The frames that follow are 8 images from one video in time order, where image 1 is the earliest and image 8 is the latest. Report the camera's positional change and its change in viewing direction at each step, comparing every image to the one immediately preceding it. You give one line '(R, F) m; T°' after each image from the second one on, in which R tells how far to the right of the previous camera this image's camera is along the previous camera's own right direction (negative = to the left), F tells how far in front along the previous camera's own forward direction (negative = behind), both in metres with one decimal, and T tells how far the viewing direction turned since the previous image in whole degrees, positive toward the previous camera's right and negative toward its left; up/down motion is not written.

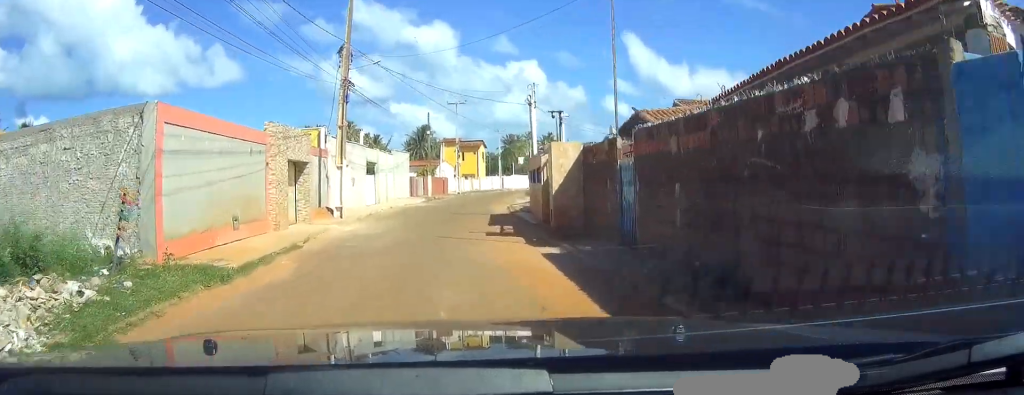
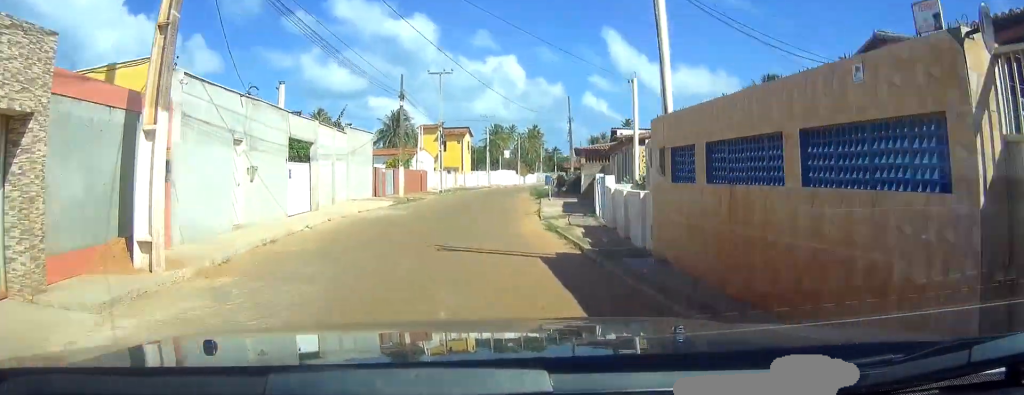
(0.0, +16.3) m; +1°
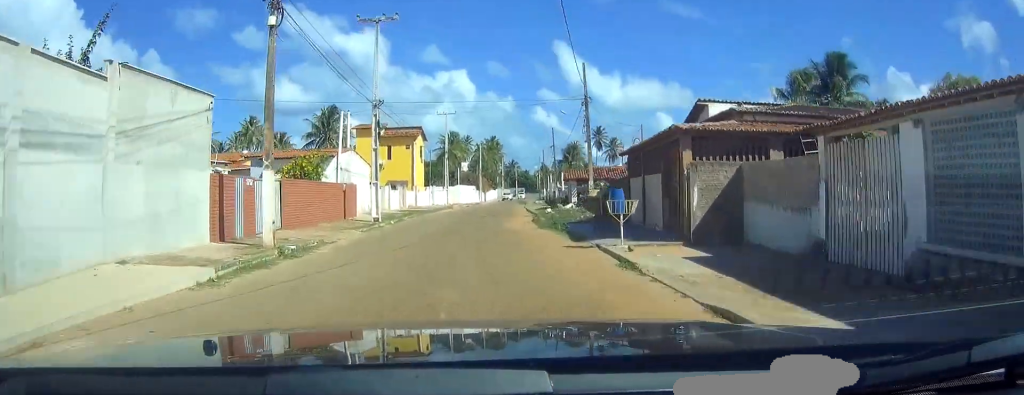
(+0.8, +21.0) m; +5°
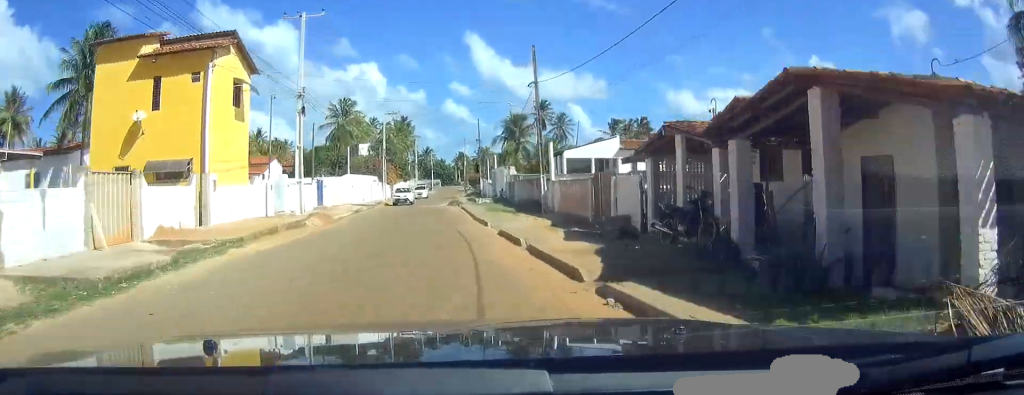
(+1.8, +36.2) m; +4°
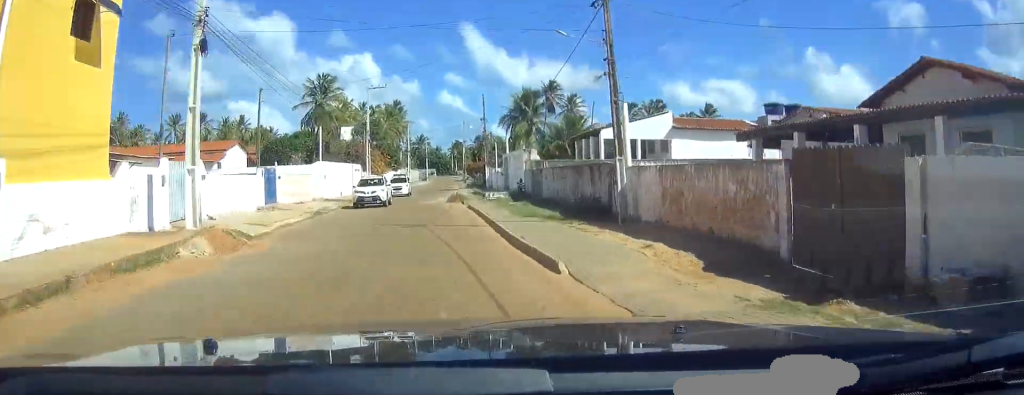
(+0.4, +13.5) m; 0°
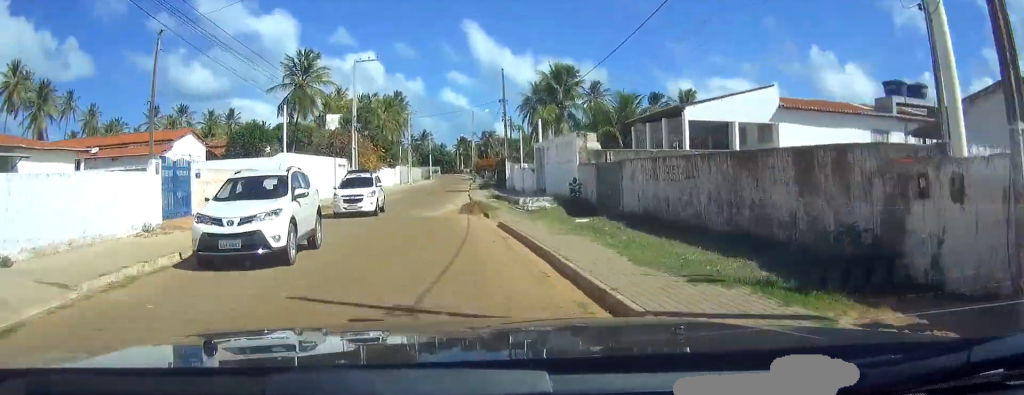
(-0.2, +14.0) m; -1°
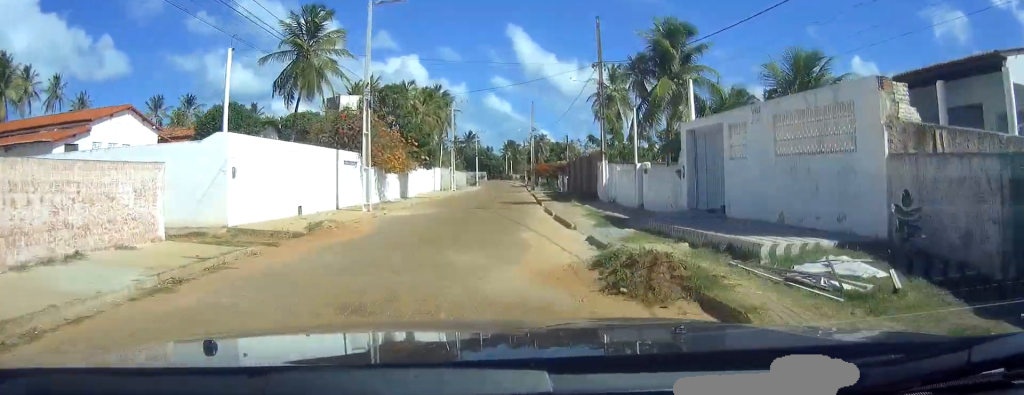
(-0.2, +18.7) m; 0°
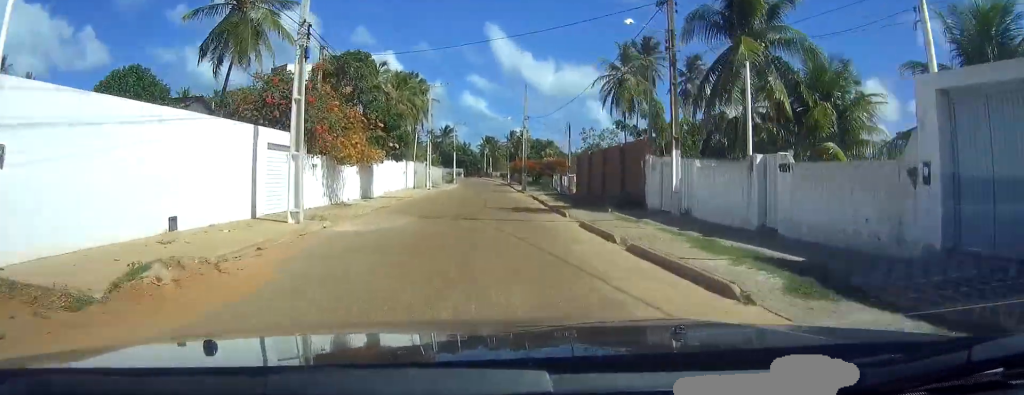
(-0.1, +12.1) m; +1°
